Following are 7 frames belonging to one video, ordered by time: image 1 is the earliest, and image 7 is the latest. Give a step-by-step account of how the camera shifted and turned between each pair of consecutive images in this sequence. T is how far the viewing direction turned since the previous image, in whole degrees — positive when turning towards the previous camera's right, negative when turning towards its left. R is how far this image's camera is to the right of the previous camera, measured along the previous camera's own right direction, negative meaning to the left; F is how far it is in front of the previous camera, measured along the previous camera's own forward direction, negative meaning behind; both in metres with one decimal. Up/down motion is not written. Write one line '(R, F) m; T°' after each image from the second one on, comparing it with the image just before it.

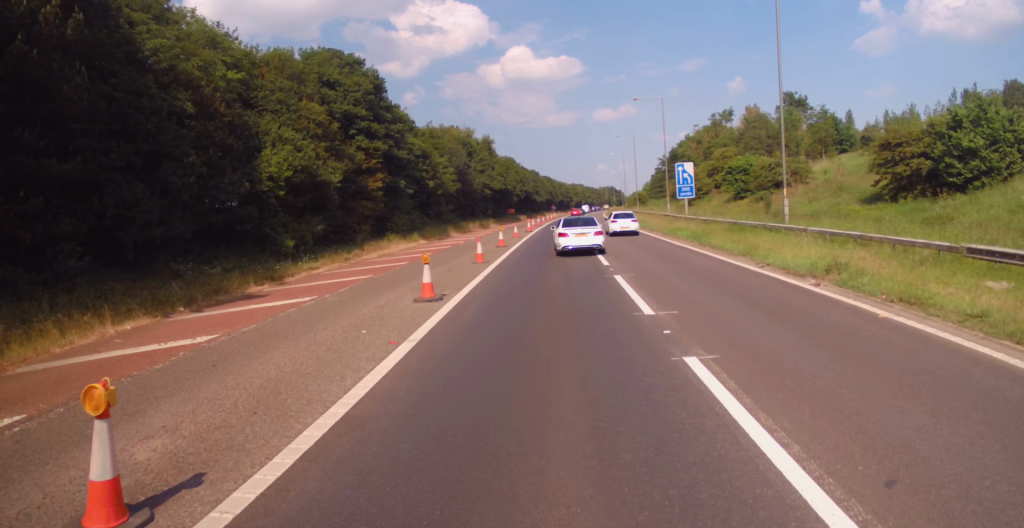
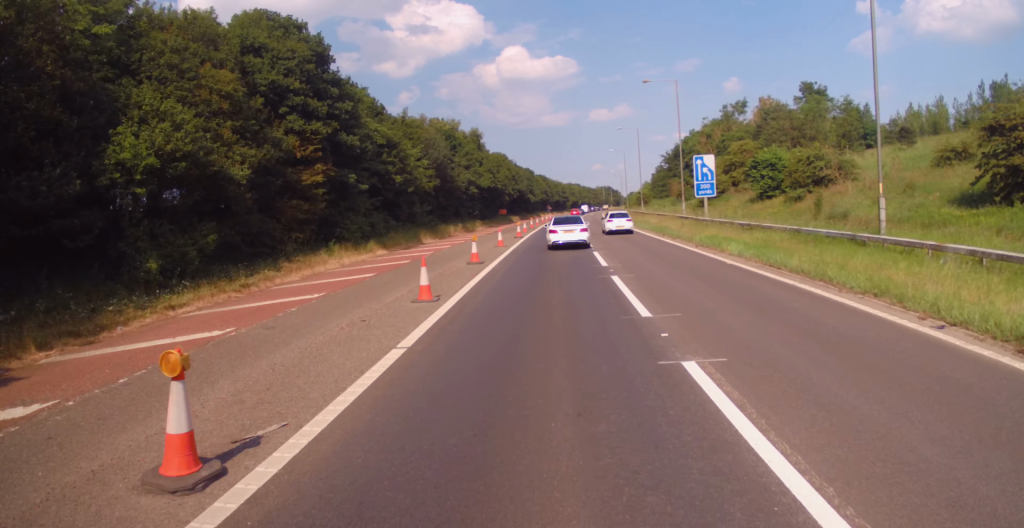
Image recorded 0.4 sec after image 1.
(+0.3, +9.3) m; +1°
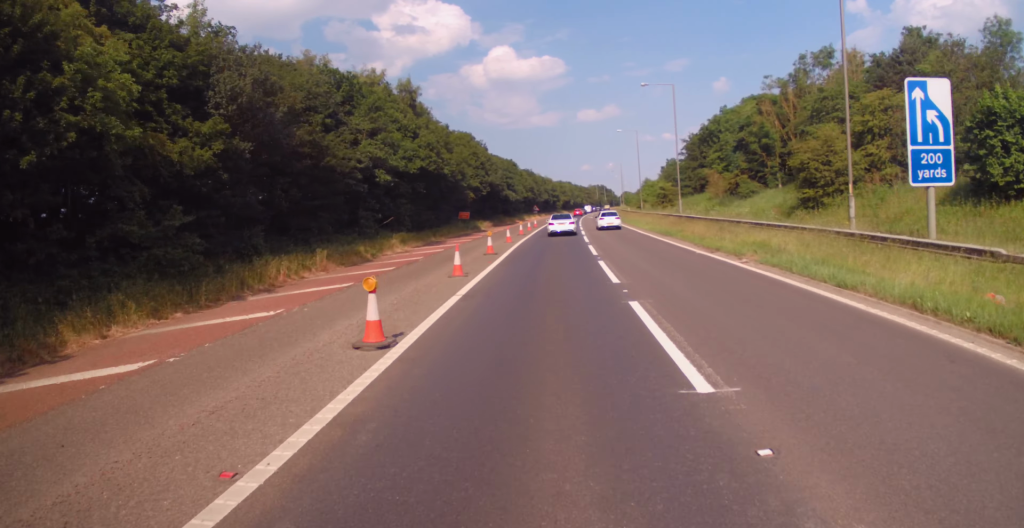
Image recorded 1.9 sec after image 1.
(+0.6, +32.2) m; 0°
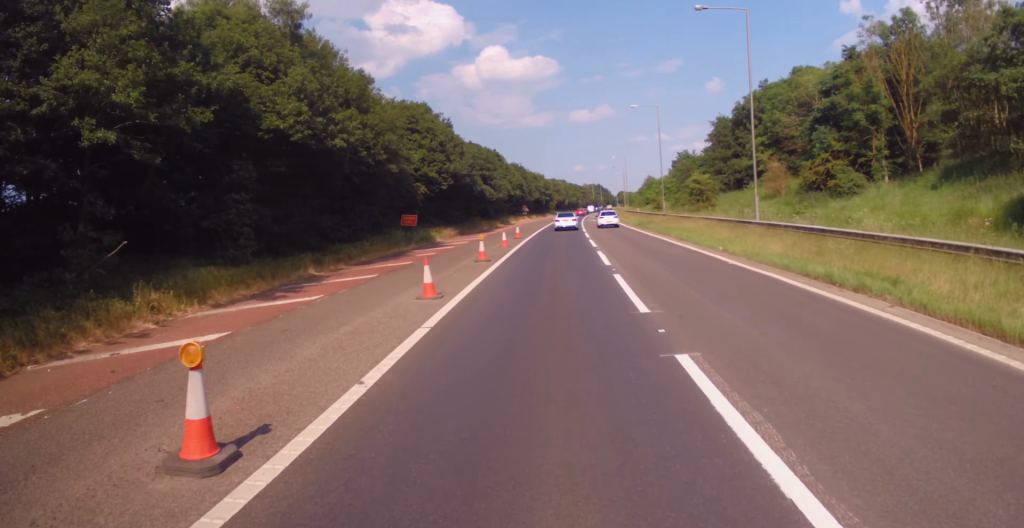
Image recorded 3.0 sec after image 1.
(-0.3, +22.7) m; 0°
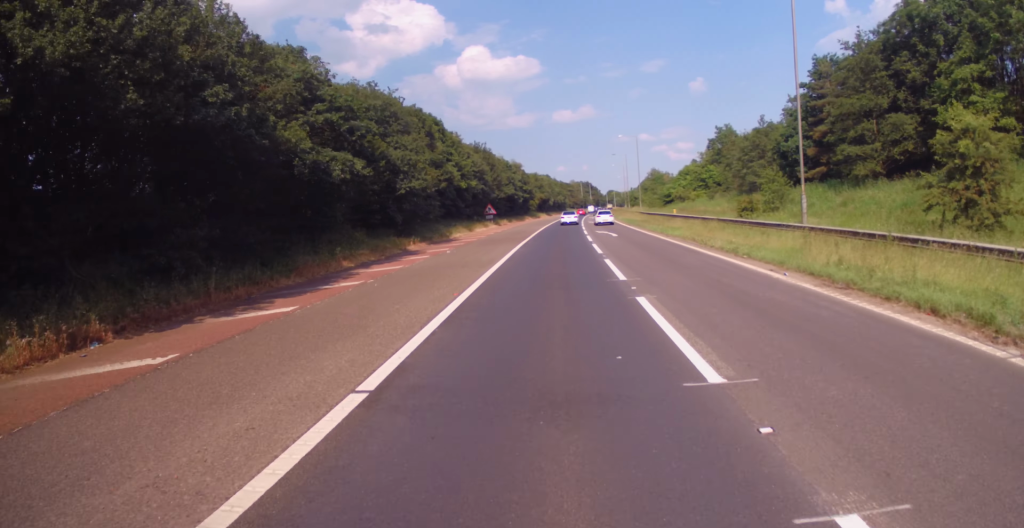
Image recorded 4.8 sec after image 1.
(+1.0, +41.4) m; +2°
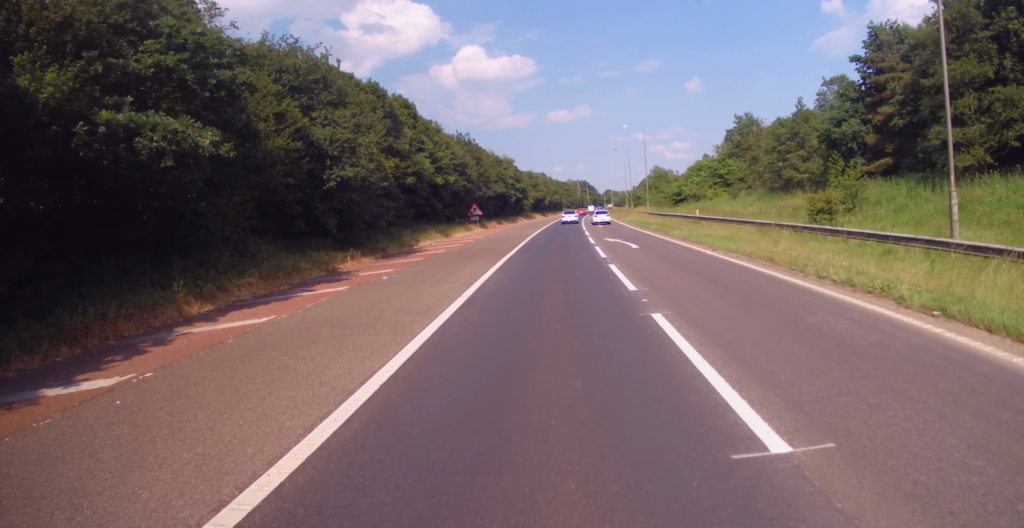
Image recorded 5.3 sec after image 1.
(+0.1, +11.1) m; 0°
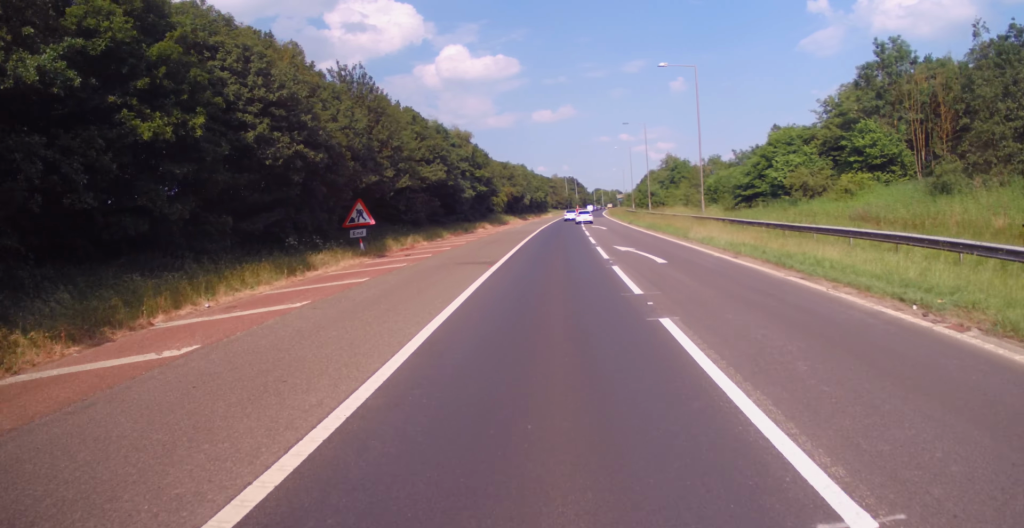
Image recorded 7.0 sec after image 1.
(+0.2, +37.5) m; +1°
